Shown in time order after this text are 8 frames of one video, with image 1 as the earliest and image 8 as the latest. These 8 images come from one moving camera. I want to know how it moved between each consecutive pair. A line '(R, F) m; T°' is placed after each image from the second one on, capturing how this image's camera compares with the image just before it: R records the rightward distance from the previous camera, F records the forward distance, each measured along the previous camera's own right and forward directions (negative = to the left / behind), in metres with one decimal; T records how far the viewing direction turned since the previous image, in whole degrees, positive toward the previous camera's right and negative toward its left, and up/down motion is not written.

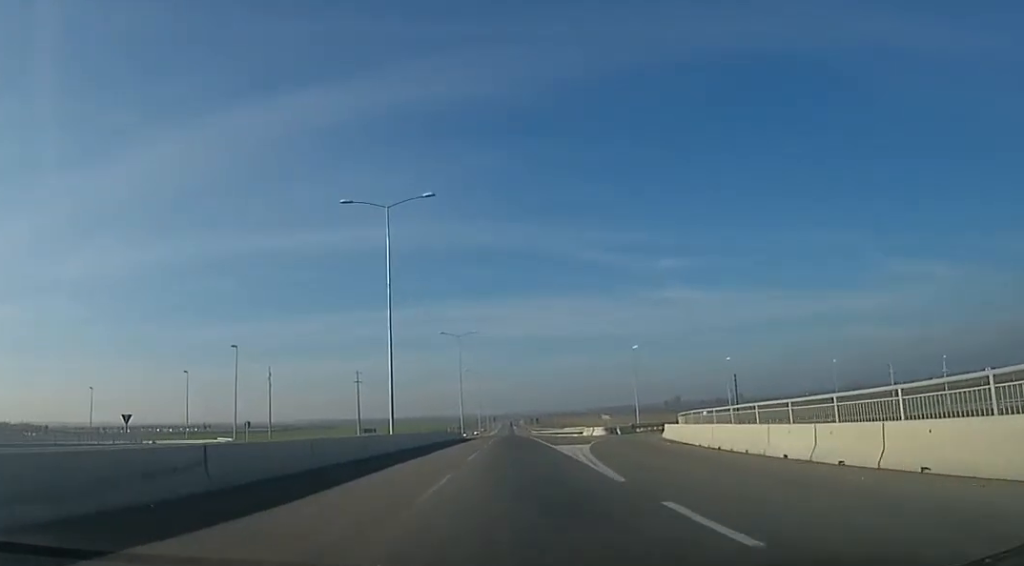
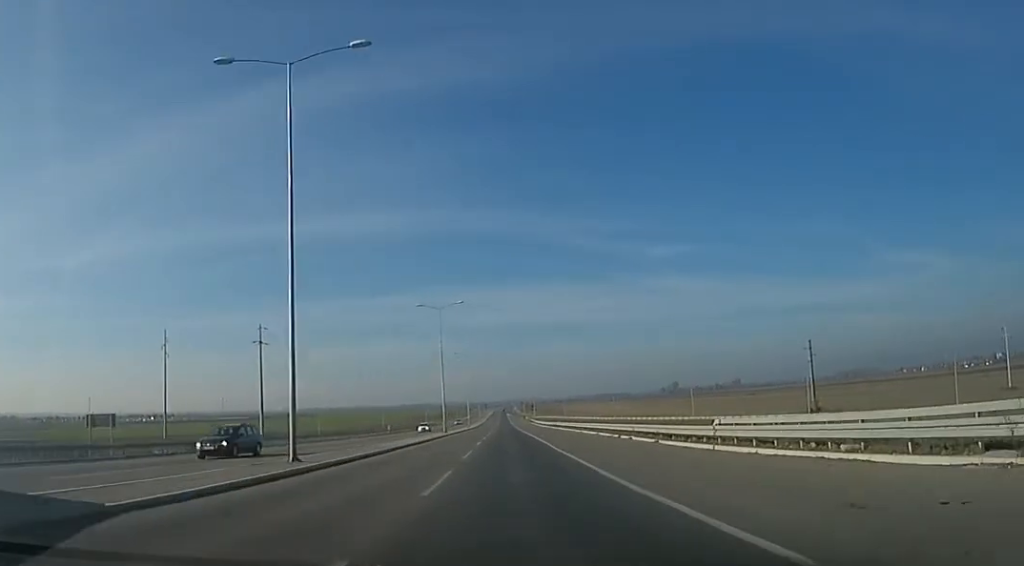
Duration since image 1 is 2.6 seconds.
(+1.8, +61.9) m; +2°
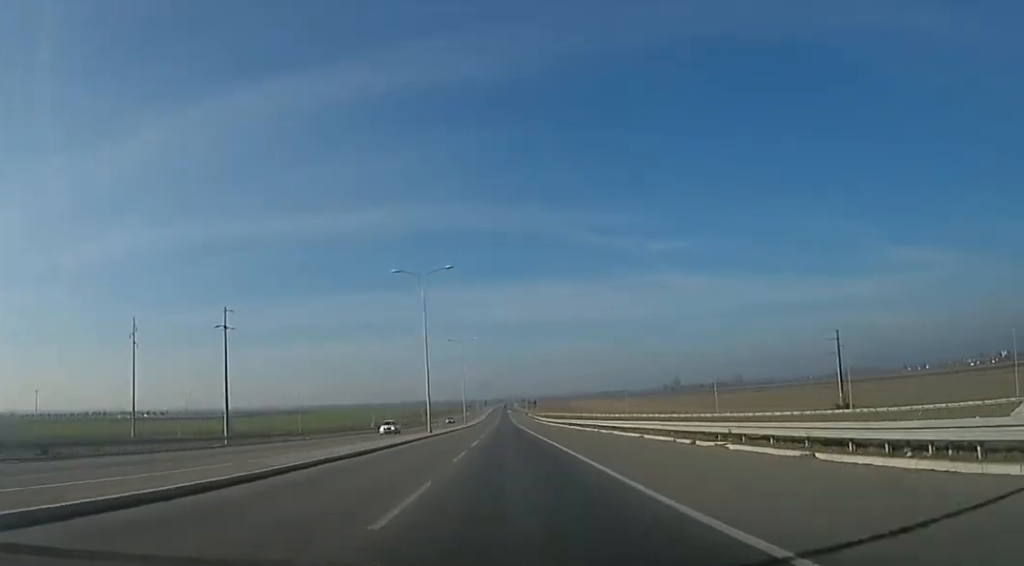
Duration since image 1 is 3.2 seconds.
(-0.9, +13.9) m; -2°
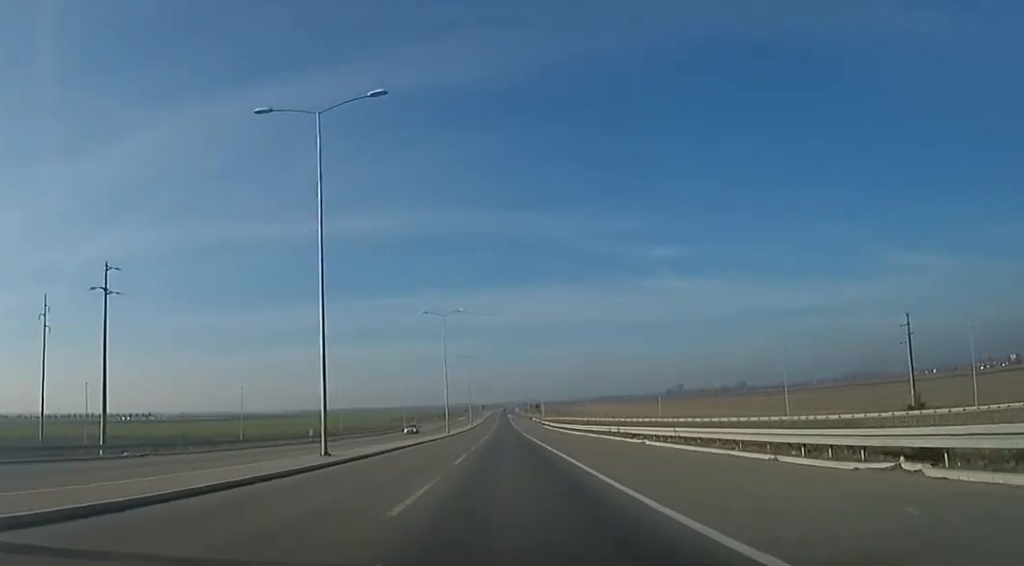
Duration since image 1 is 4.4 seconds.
(-0.7, +29.3) m; 0°
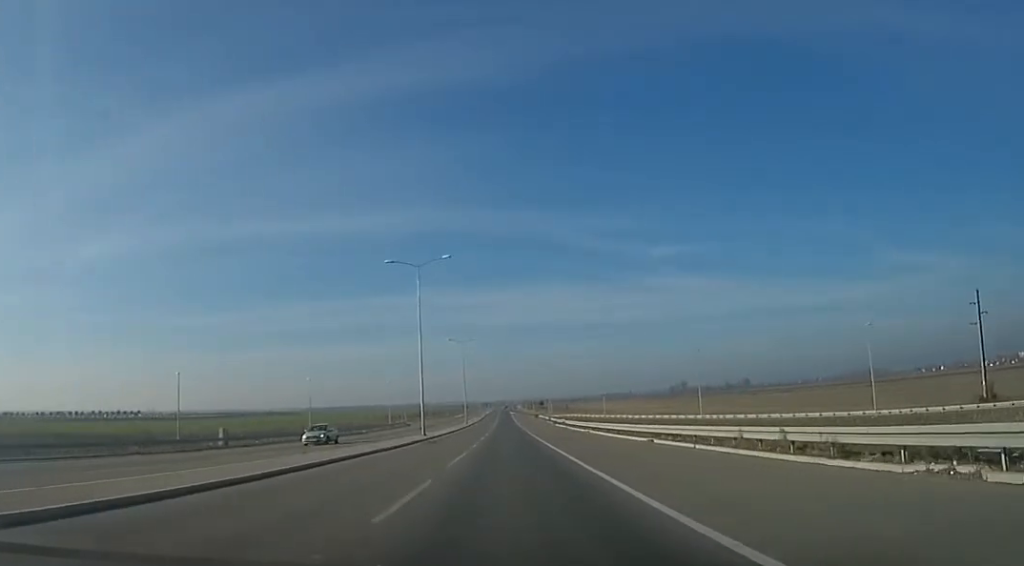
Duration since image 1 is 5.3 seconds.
(+0.6, +21.2) m; +2°
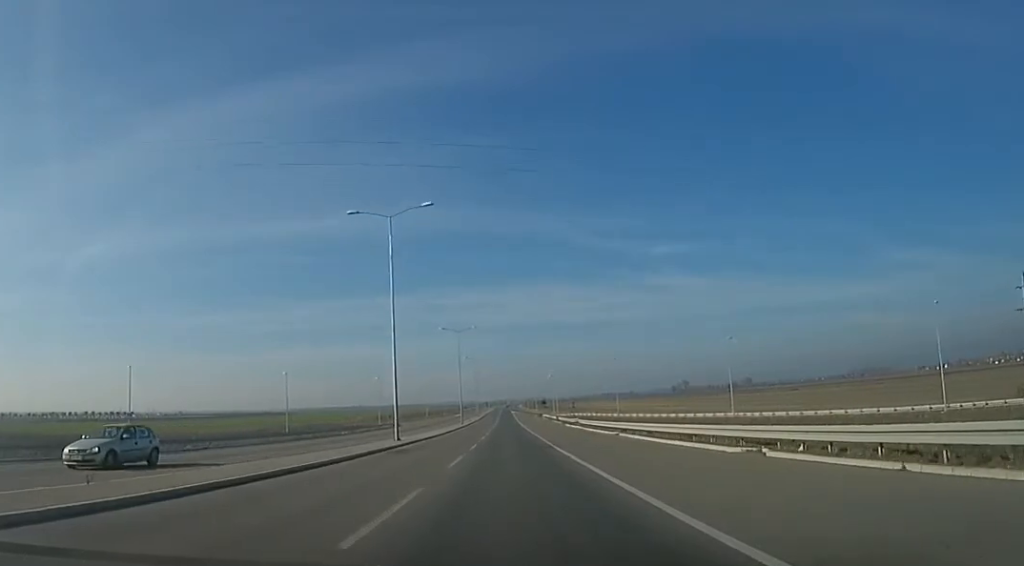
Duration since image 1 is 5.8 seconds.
(+0.1, +11.8) m; 0°
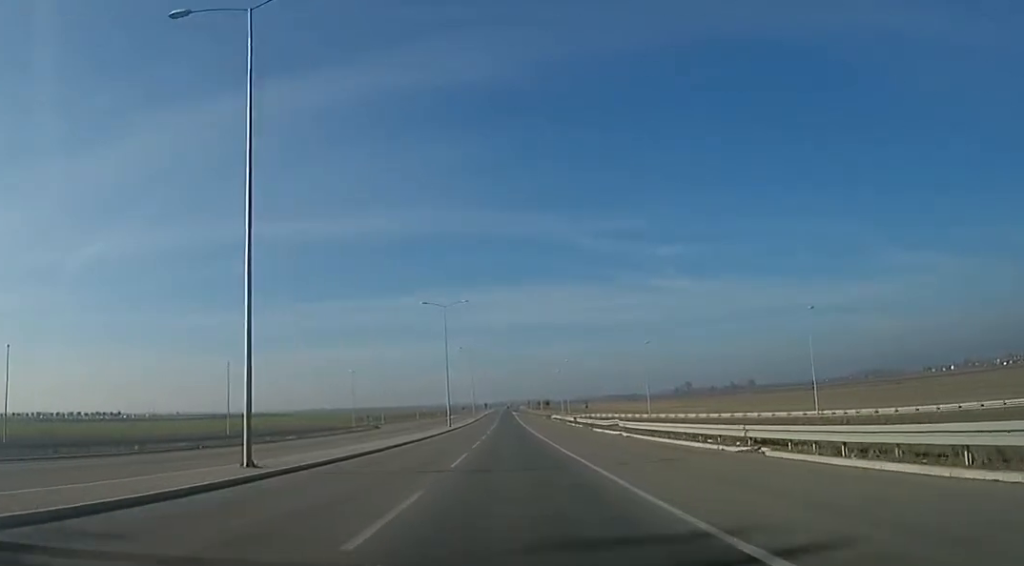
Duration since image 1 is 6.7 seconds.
(-0.1, +20.4) m; -1°
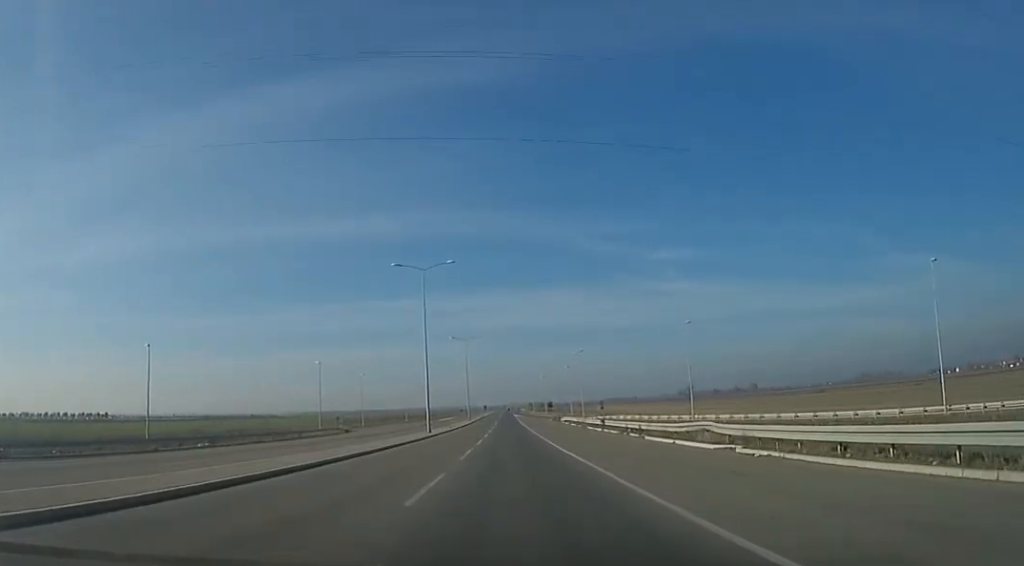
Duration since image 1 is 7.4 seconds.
(-0.6, +17.7) m; +1°
